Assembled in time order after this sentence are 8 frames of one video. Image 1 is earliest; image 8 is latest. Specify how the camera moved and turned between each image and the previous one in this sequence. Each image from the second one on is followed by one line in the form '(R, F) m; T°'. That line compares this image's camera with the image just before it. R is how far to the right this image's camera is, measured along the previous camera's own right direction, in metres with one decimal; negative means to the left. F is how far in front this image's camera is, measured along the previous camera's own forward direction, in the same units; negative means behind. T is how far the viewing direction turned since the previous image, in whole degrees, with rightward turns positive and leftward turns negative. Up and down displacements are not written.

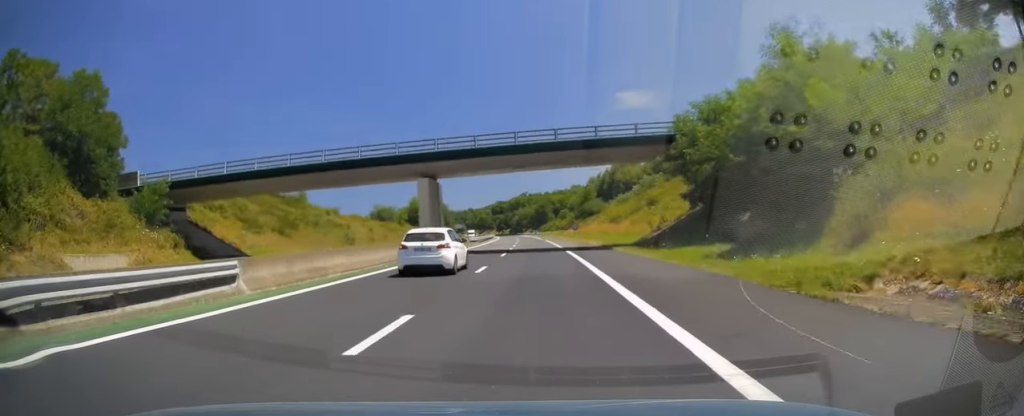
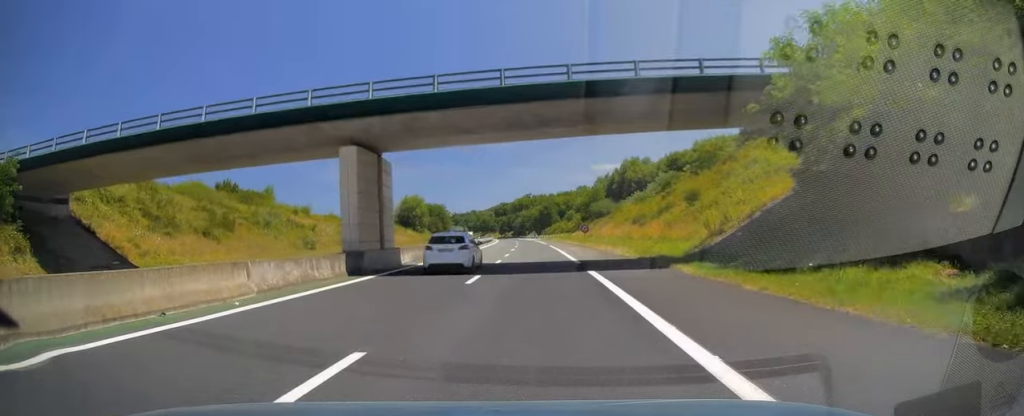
(-0.1, +15.7) m; 0°
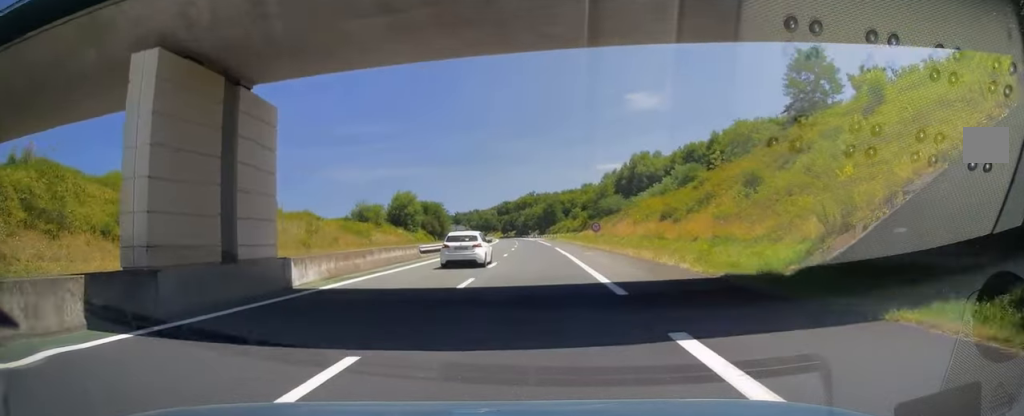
(-0.1, +13.2) m; 0°
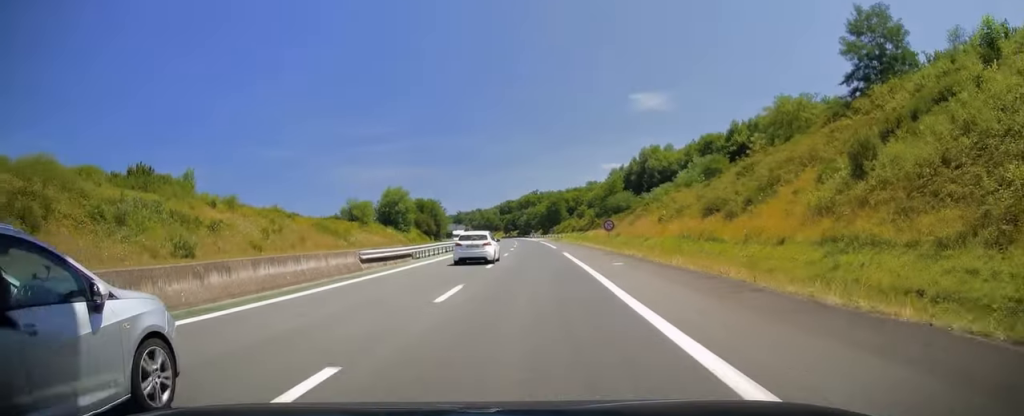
(0.0, +12.3) m; 0°
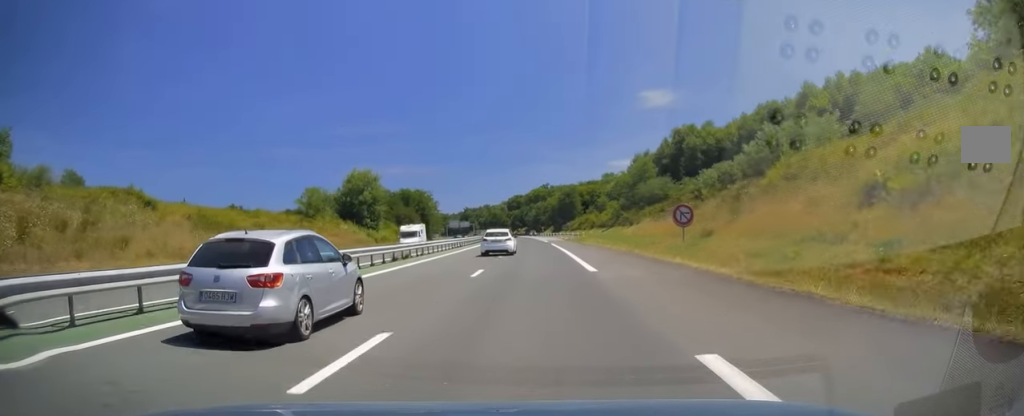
(-0.2, +32.4) m; -1°
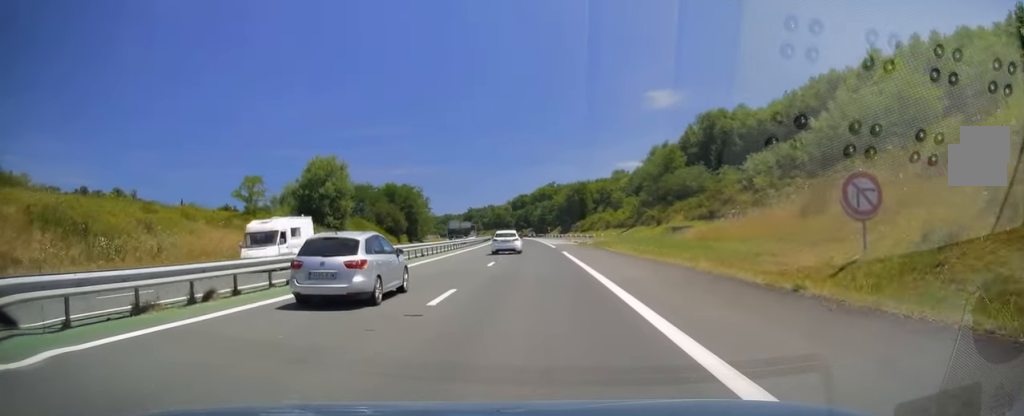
(-0.1, +20.1) m; -1°
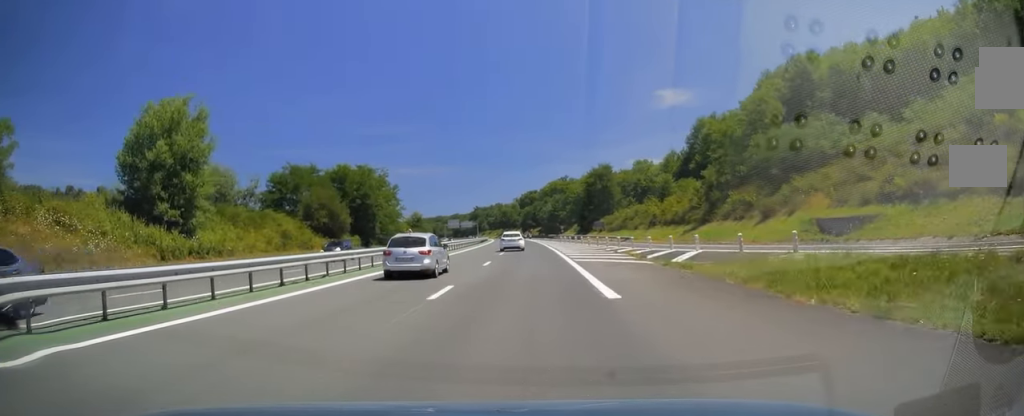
(-0.3, +38.8) m; 0°
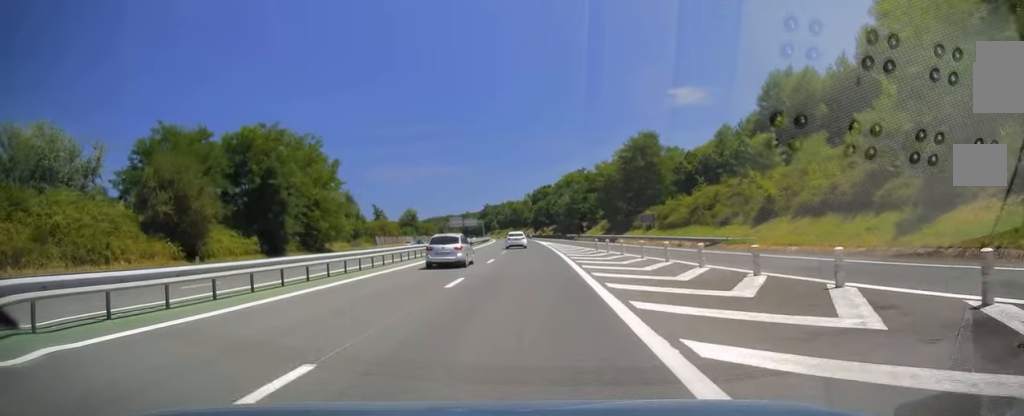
(0.0, +35.8) m; -1°
